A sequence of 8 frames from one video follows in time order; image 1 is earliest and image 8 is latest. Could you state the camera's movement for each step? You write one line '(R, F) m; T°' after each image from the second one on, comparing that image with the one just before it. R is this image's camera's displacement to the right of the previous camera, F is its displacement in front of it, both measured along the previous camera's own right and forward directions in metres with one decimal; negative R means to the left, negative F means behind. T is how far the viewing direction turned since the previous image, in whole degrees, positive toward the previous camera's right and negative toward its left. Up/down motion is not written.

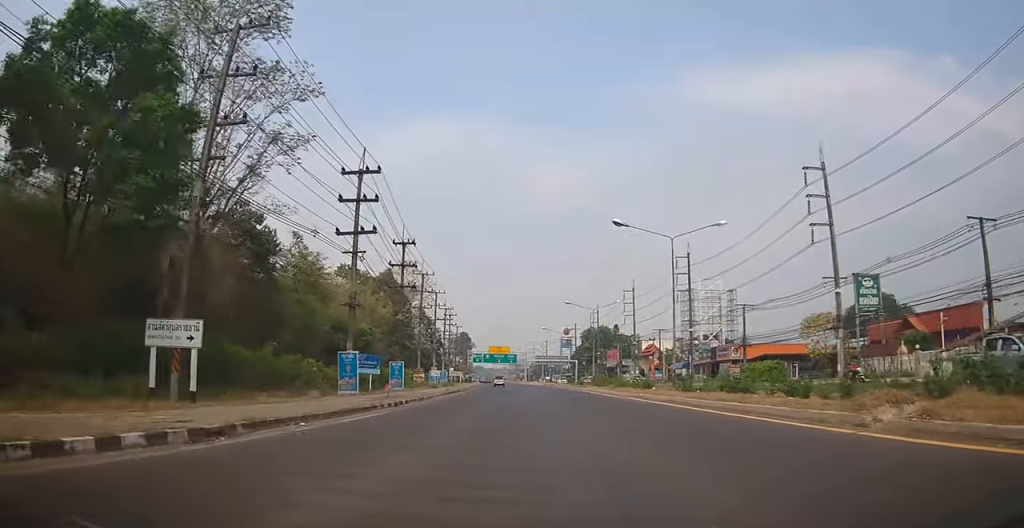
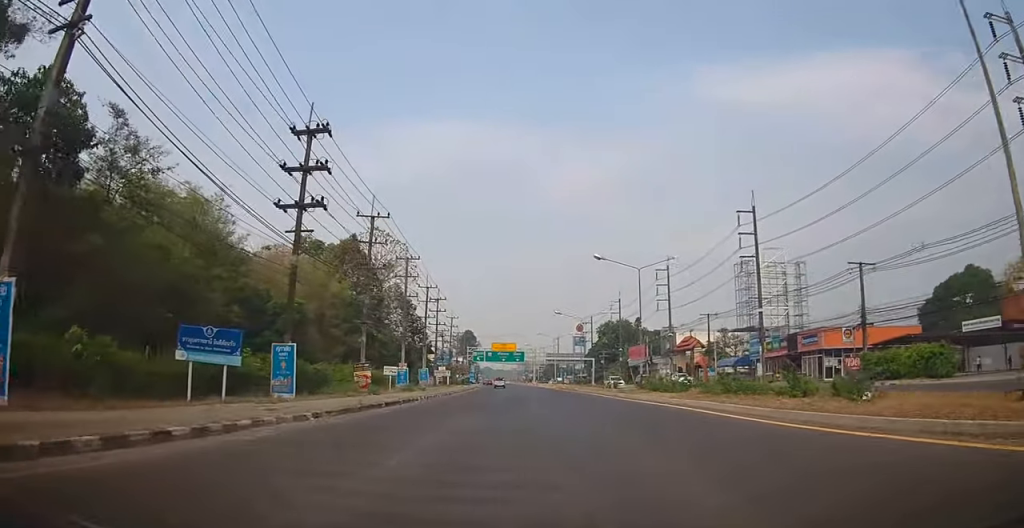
(-0.1, +24.0) m; -1°
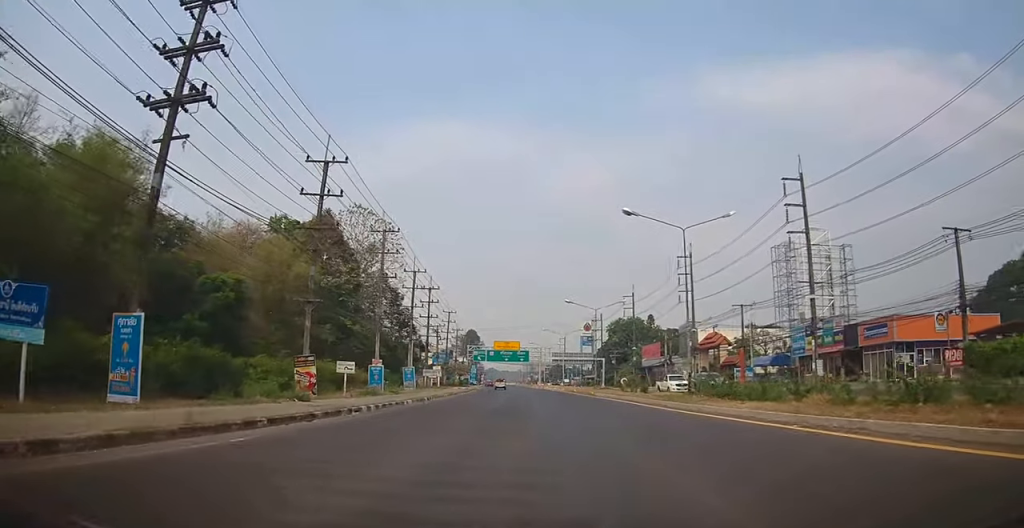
(-0.2, +11.1) m; -1°
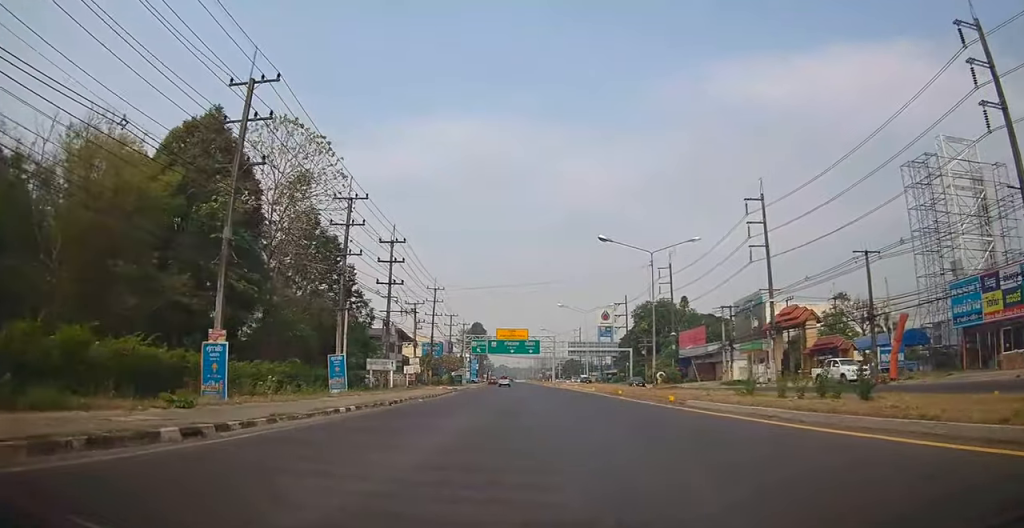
(-0.3, +25.2) m; -1°
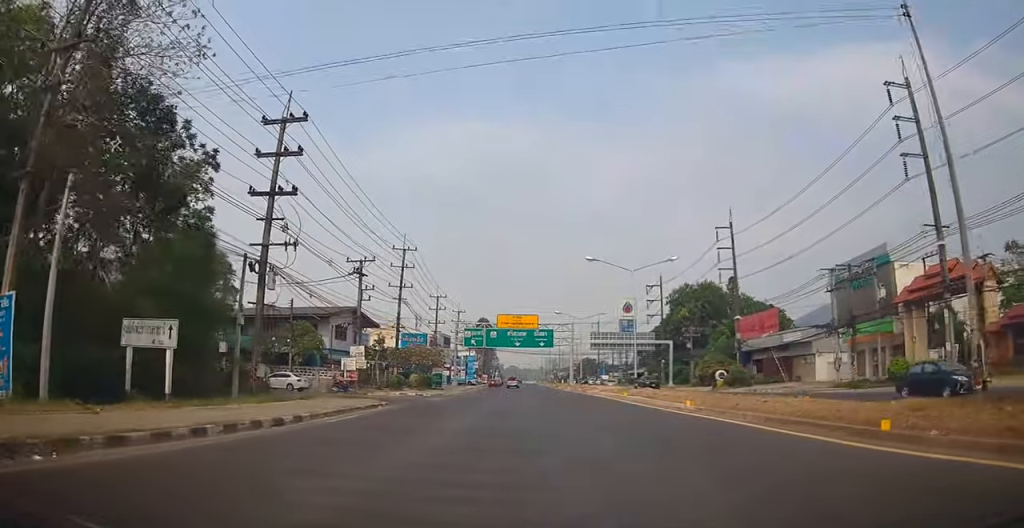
(0.0, +26.3) m; 0°
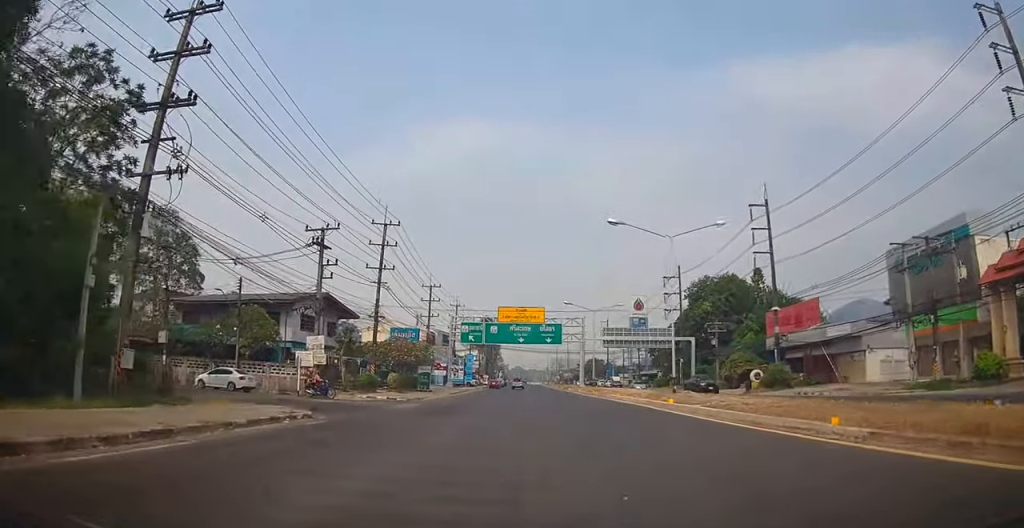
(+0.1, +10.0) m; 0°
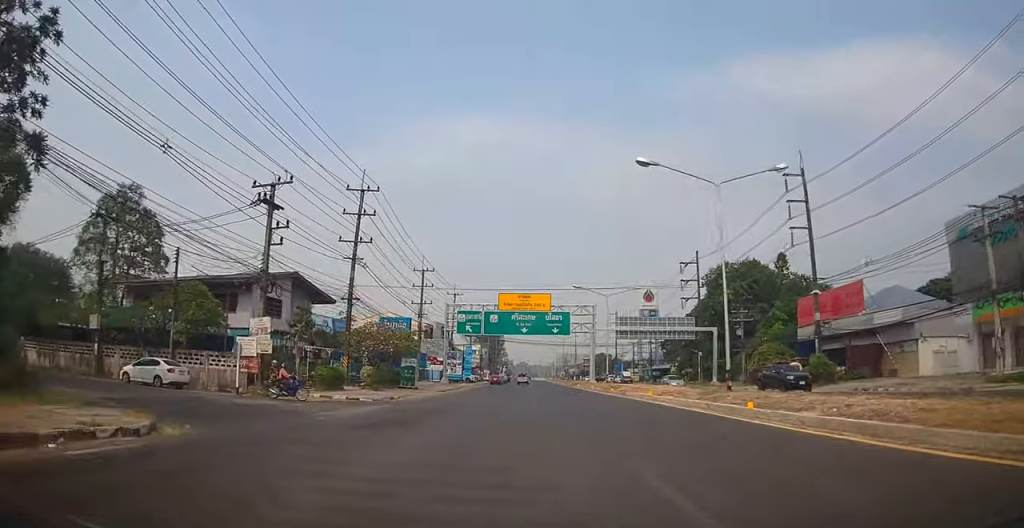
(0.0, +8.3) m; -1°
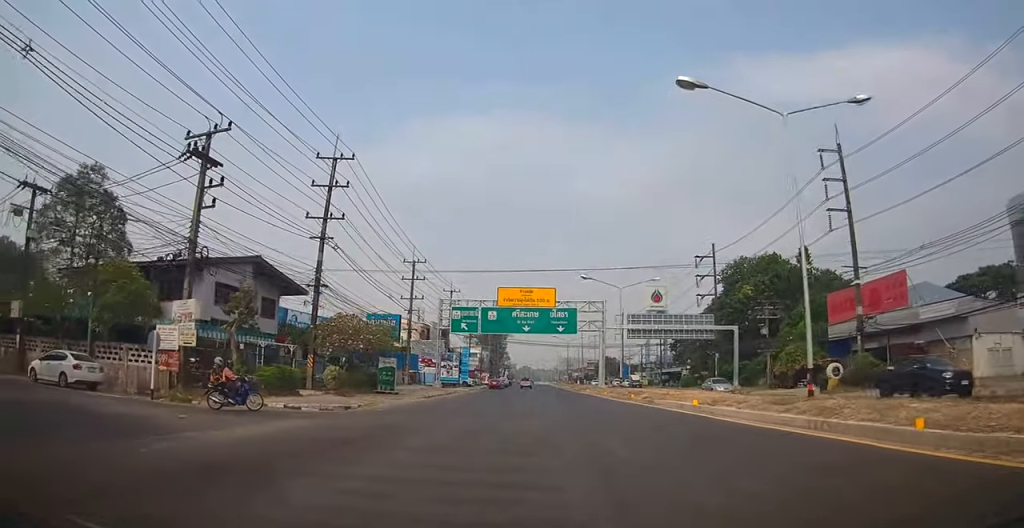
(+0.1, +7.0) m; -1°
